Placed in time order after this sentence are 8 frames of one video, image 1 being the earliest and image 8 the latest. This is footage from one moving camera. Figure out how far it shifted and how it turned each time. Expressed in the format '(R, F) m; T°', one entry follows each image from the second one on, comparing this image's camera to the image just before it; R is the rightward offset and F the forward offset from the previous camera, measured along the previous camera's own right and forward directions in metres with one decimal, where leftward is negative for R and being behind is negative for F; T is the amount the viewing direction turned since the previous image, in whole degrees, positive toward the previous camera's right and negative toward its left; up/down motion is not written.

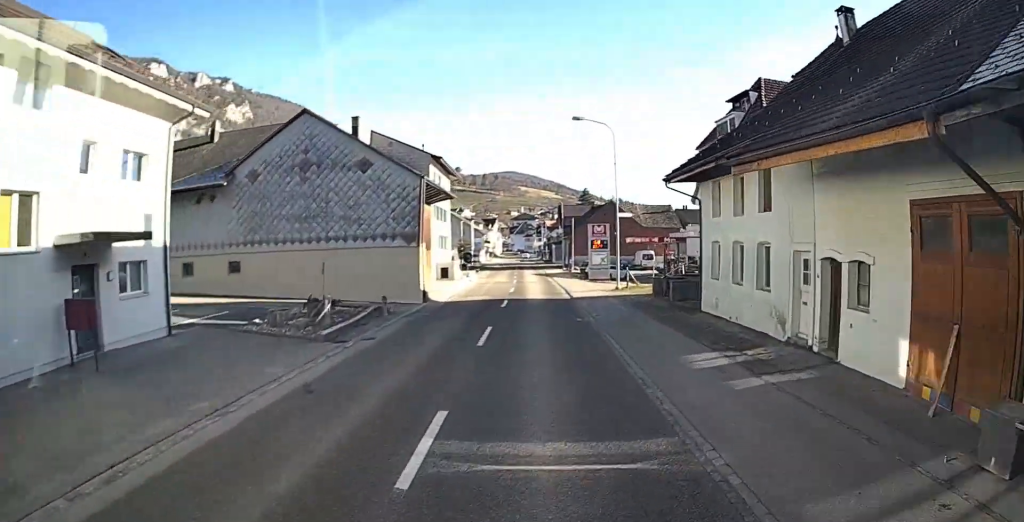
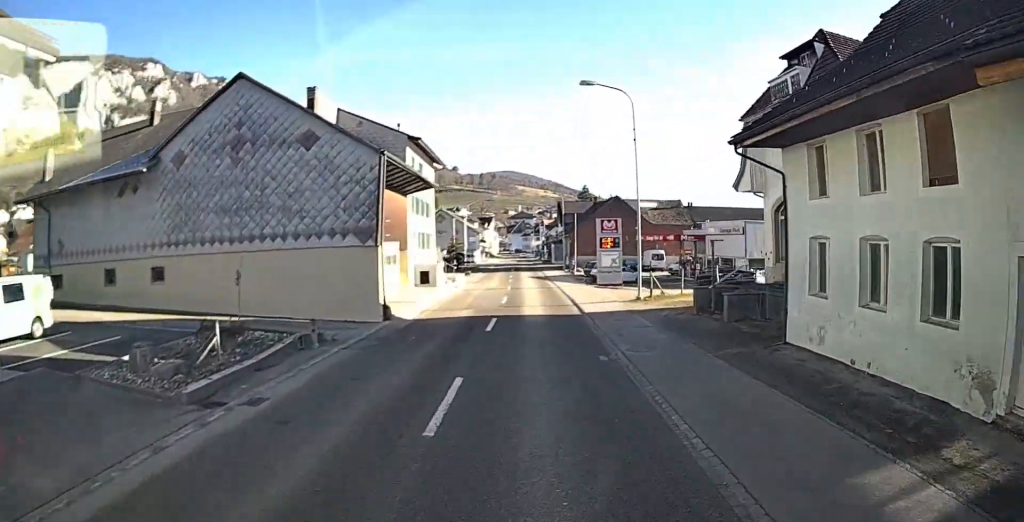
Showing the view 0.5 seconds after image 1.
(0.0, +6.9) m; 0°
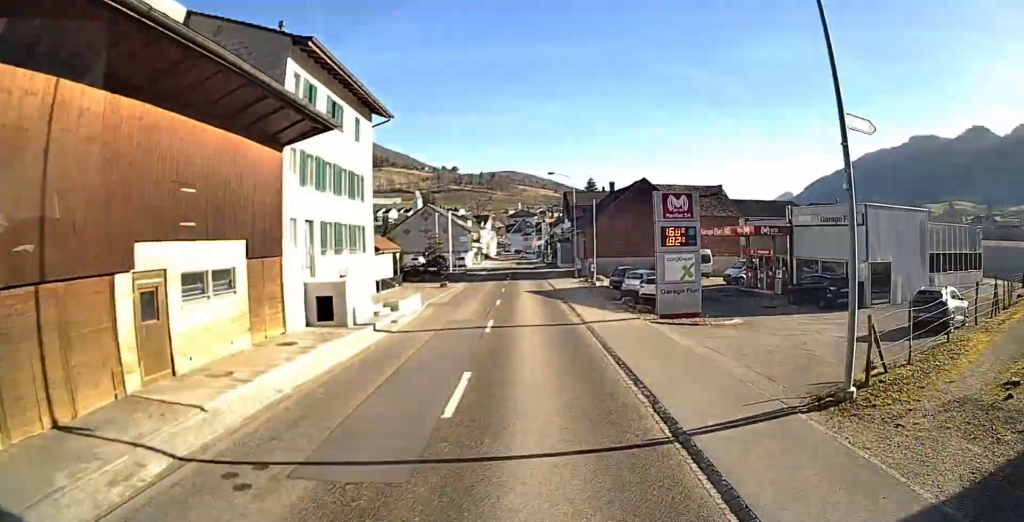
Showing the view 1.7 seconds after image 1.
(0.0, +17.0) m; 0°
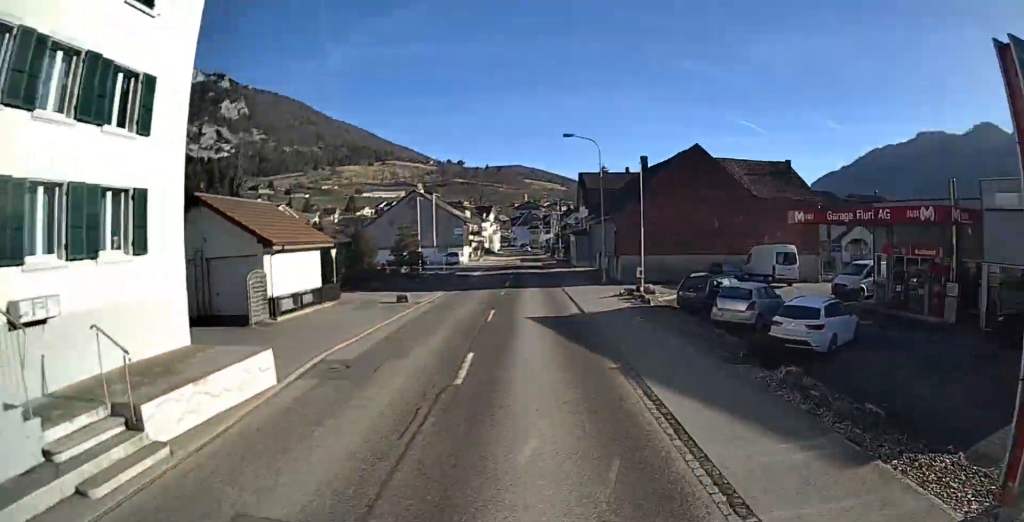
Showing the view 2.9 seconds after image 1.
(+0.1, +15.7) m; +1°
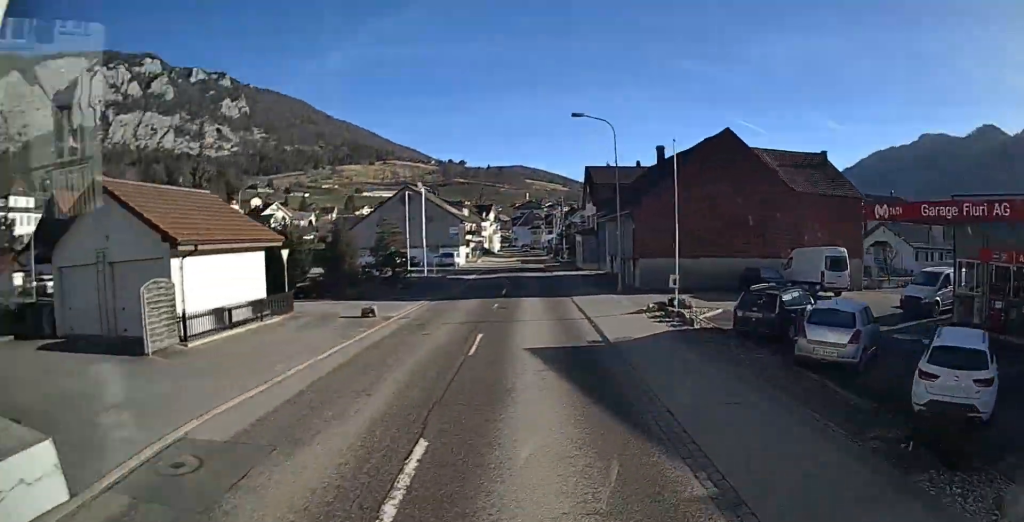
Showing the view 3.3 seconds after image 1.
(+0.1, +6.0) m; 0°
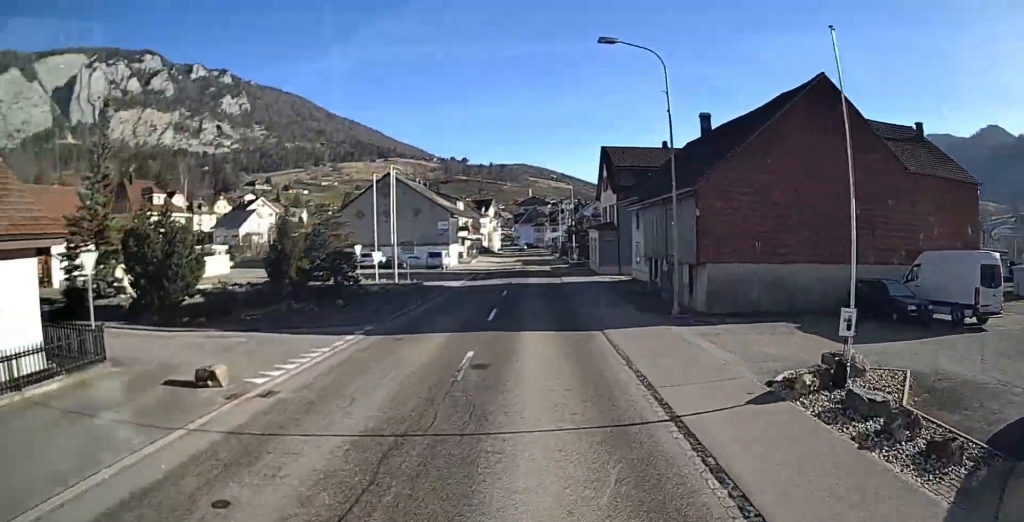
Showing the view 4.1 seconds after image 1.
(+0.1, +11.6) m; 0°
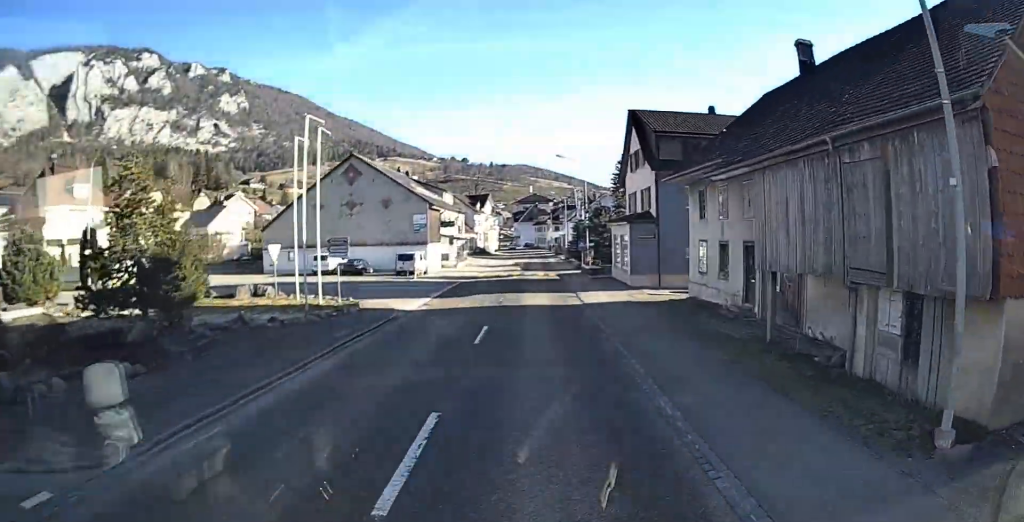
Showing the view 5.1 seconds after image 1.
(-0.1, +13.8) m; -1°
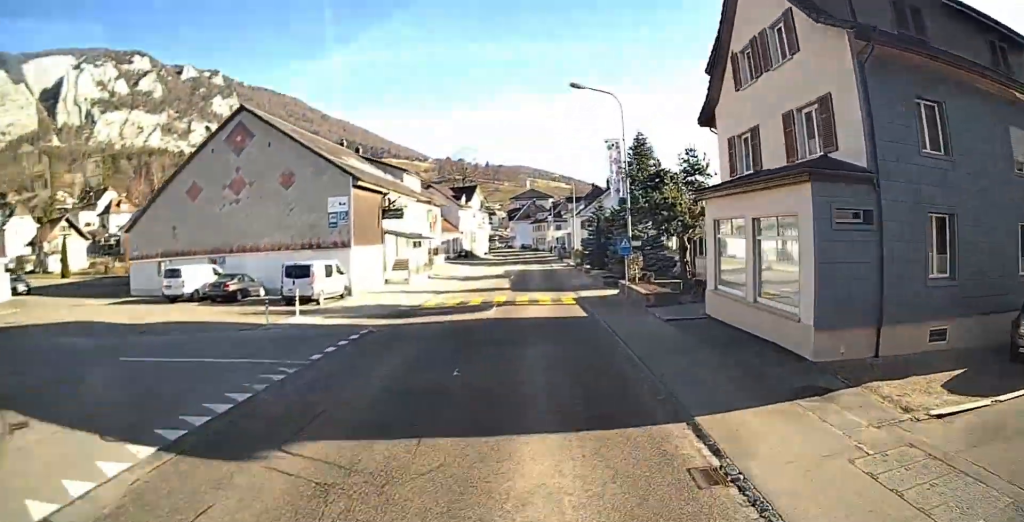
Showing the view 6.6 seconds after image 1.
(-0.3, +20.7) m; -1°
